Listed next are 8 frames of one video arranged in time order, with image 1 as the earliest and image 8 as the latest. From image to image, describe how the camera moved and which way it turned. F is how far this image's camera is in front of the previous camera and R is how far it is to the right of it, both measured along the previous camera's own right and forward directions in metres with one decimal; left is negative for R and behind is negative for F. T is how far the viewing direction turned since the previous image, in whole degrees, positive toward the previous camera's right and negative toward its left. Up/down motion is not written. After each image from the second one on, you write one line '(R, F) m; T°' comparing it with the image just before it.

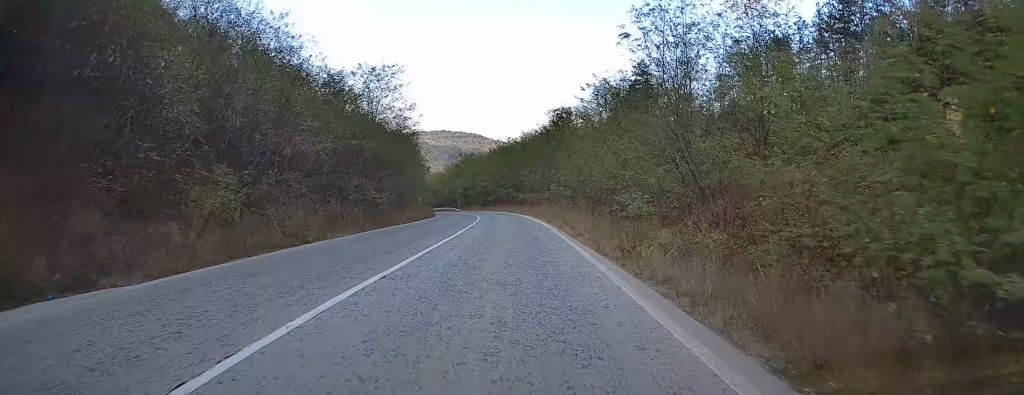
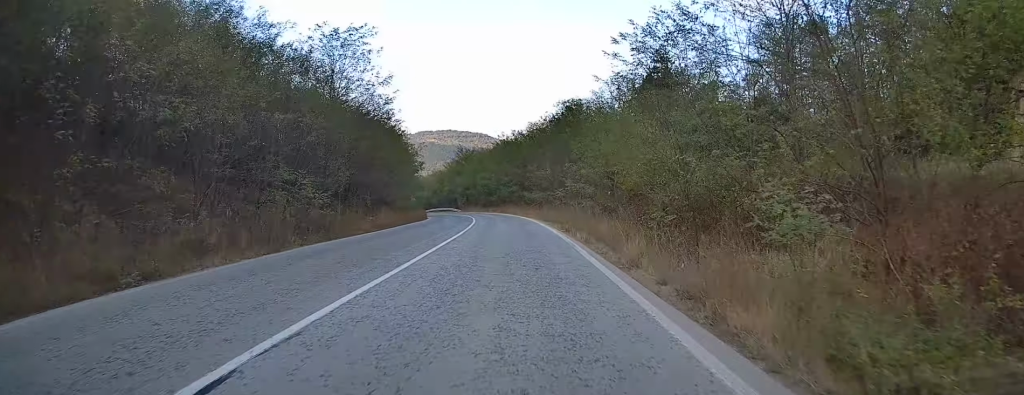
(+0.1, +10.2) m; 0°
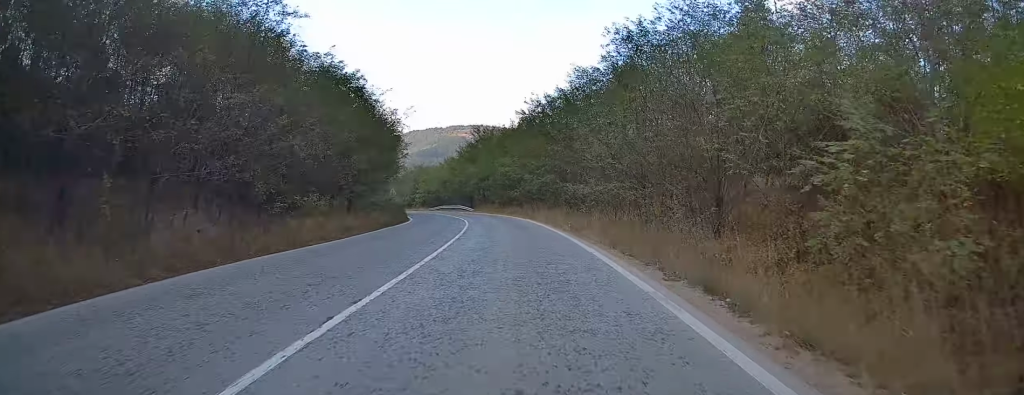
(-0.2, +27.5) m; -2°
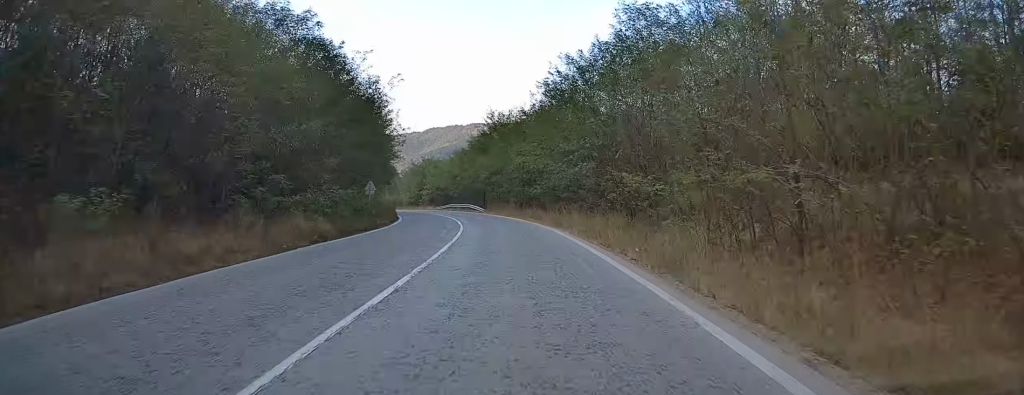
(-0.1, +13.4) m; -2°
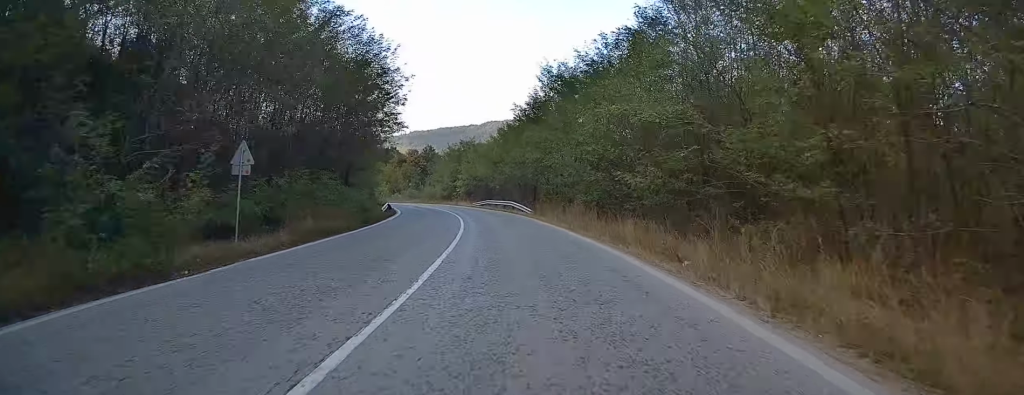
(-0.6, +23.9) m; -4°
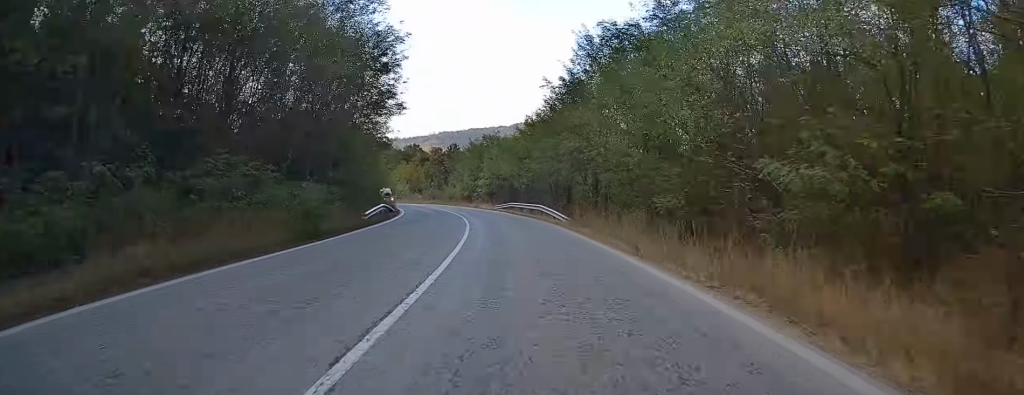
(-0.4, +10.3) m; -2°
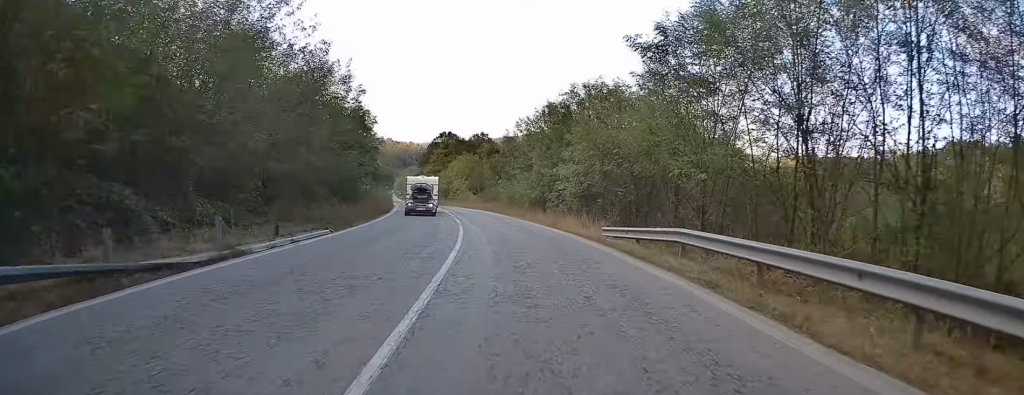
(-2.8, +37.5) m; -9°
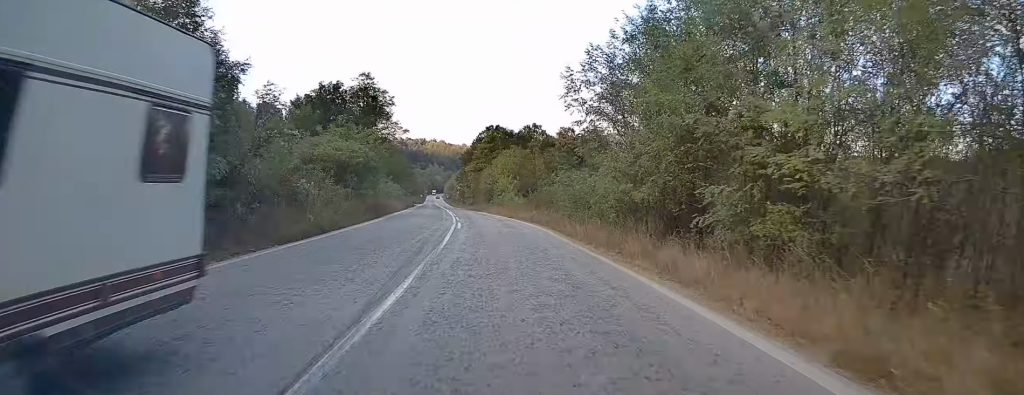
(-1.0, +23.6) m; -5°
